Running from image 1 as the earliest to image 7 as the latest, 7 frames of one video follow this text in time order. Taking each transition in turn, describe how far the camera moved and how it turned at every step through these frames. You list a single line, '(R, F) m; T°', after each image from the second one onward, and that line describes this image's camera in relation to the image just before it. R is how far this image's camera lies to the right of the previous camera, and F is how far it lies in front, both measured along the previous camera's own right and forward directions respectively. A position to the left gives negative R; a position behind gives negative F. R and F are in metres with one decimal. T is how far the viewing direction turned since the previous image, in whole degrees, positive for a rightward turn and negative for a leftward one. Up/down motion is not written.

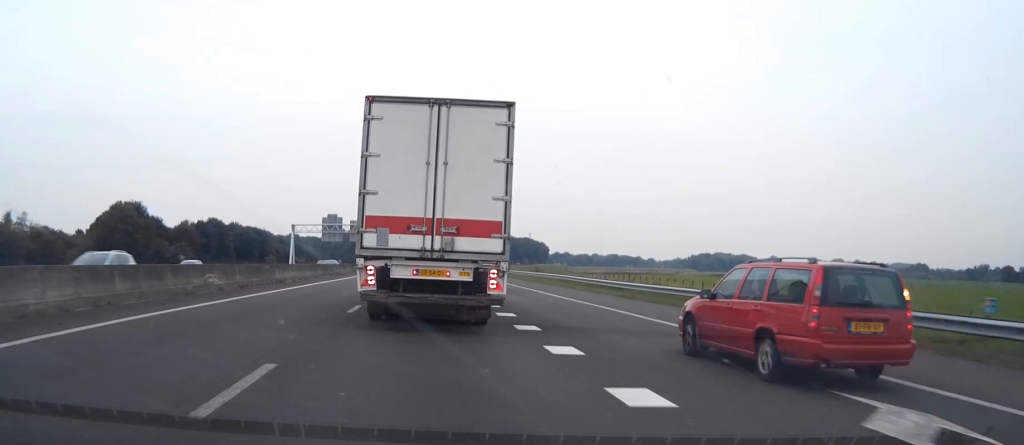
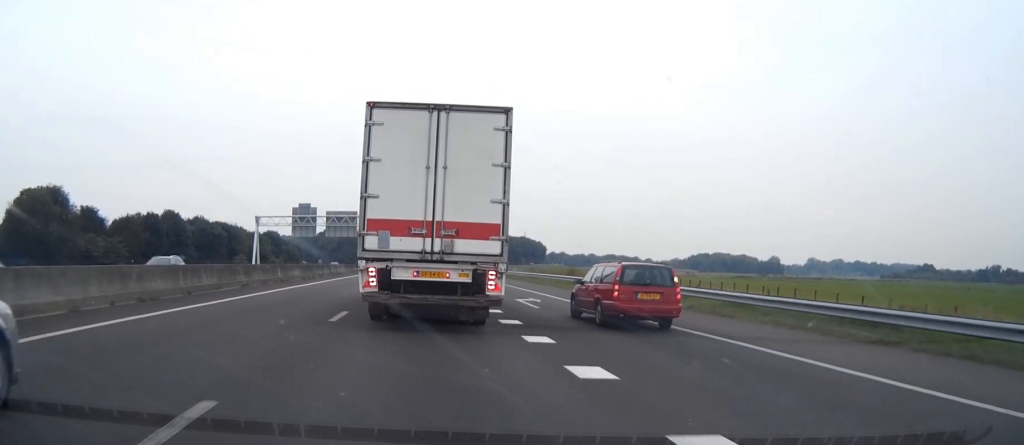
(+0.1, +26.9) m; 0°
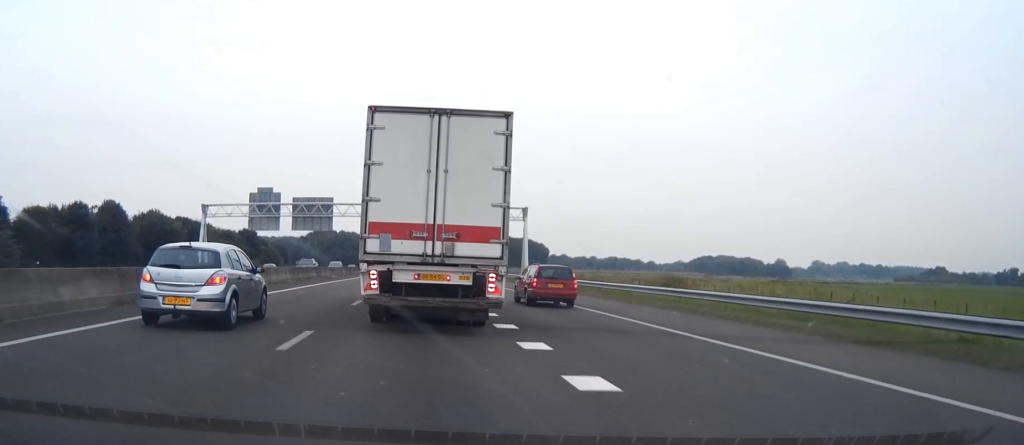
(-0.1, +29.1) m; 0°
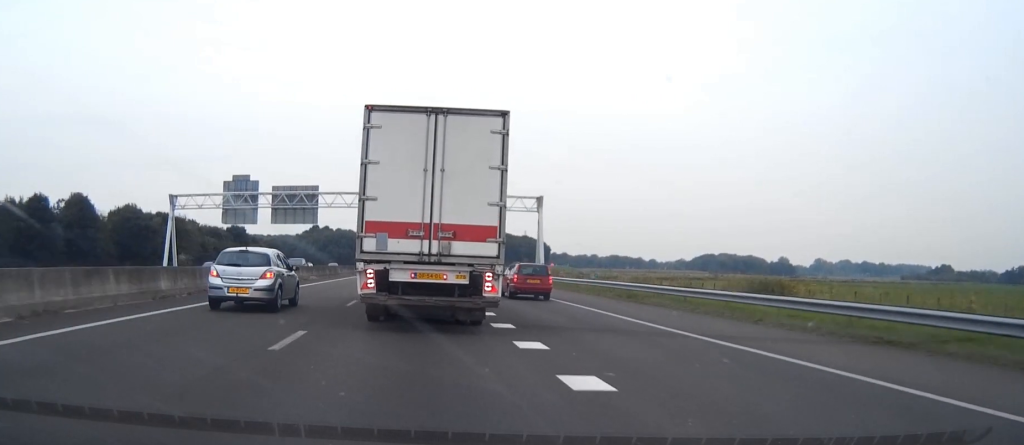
(+0.1, +12.5) m; 0°
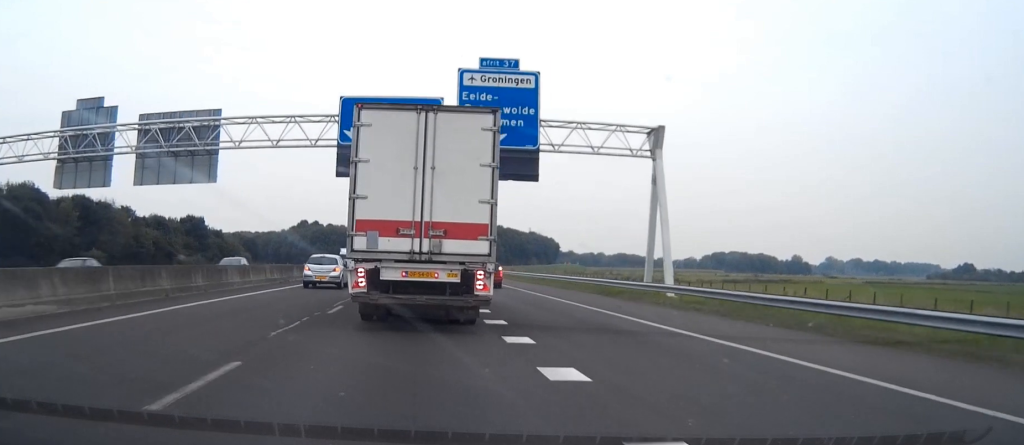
(+0.1, +40.0) m; 0°
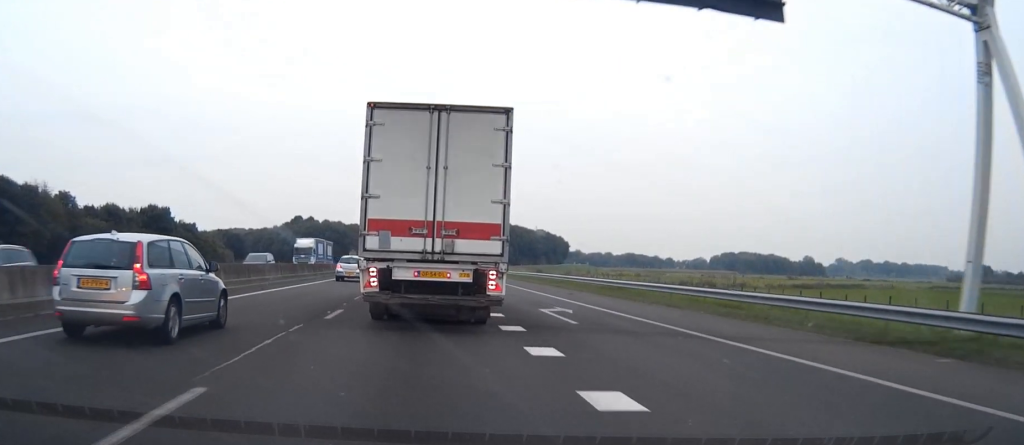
(+0.1, +25.5) m; 0°
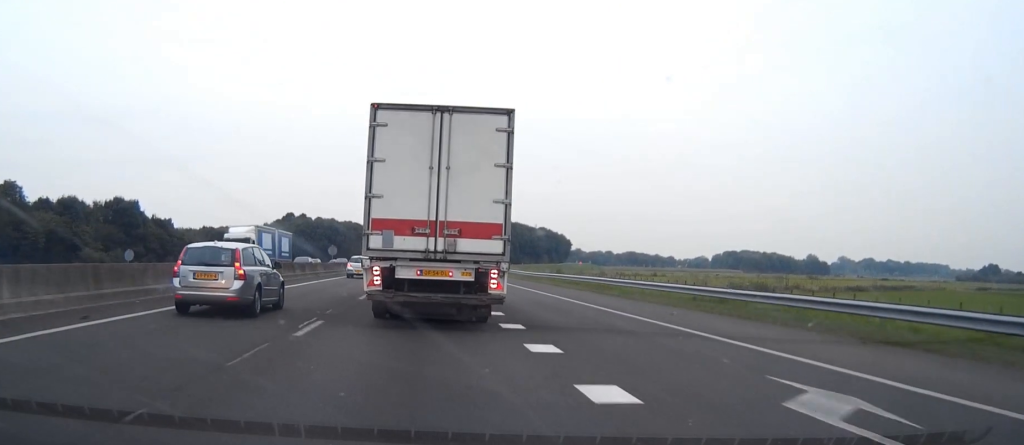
(+0.1, +15.6) m; 0°
